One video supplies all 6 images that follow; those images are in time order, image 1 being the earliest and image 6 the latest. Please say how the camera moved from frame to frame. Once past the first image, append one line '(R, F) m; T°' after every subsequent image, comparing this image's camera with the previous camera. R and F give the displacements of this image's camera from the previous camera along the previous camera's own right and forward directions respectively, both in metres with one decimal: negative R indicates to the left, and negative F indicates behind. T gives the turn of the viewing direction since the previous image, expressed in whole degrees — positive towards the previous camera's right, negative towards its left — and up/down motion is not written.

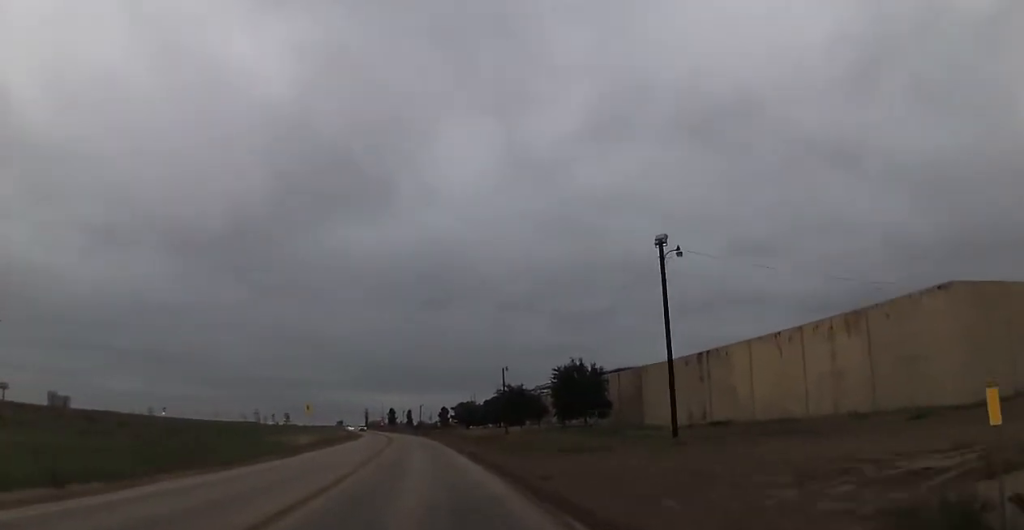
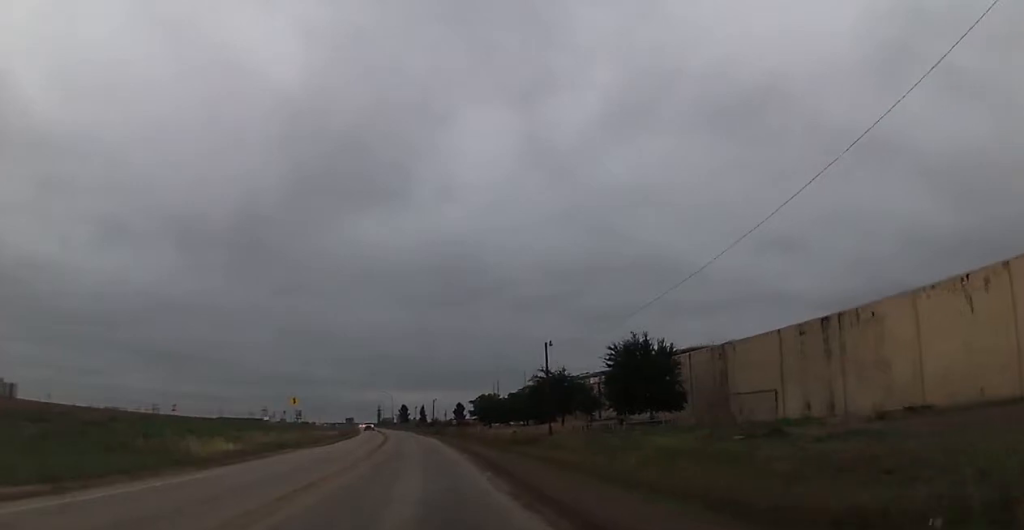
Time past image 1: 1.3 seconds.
(-0.9, +21.3) m; -2°
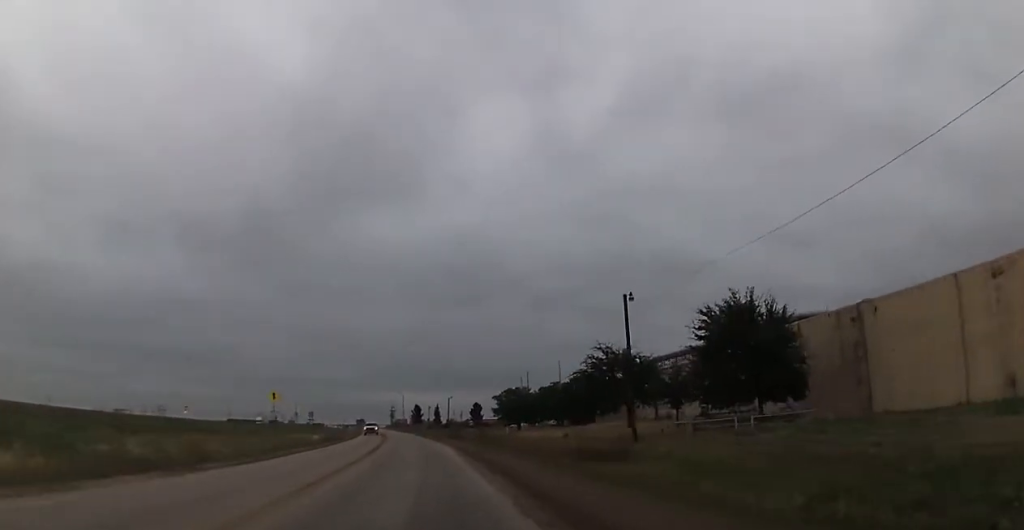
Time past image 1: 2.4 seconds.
(+0.4, +19.7) m; 0°
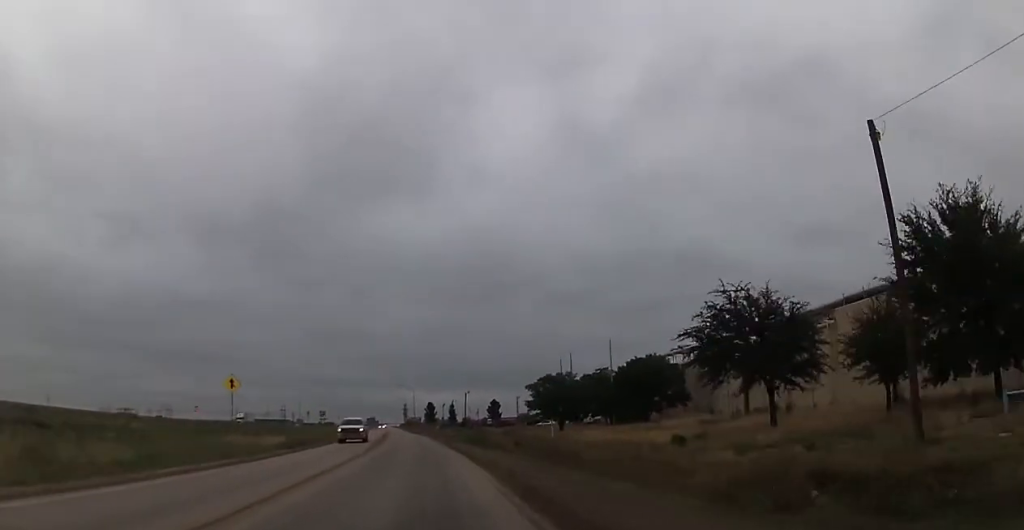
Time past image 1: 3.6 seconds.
(-0.5, +20.3) m; -1°
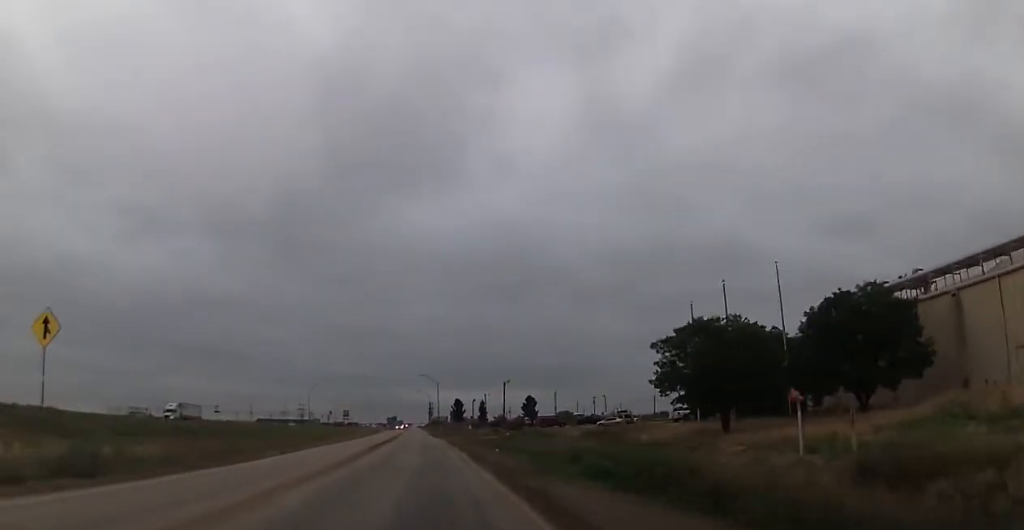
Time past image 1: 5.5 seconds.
(-0.1, +31.5) m; -2°
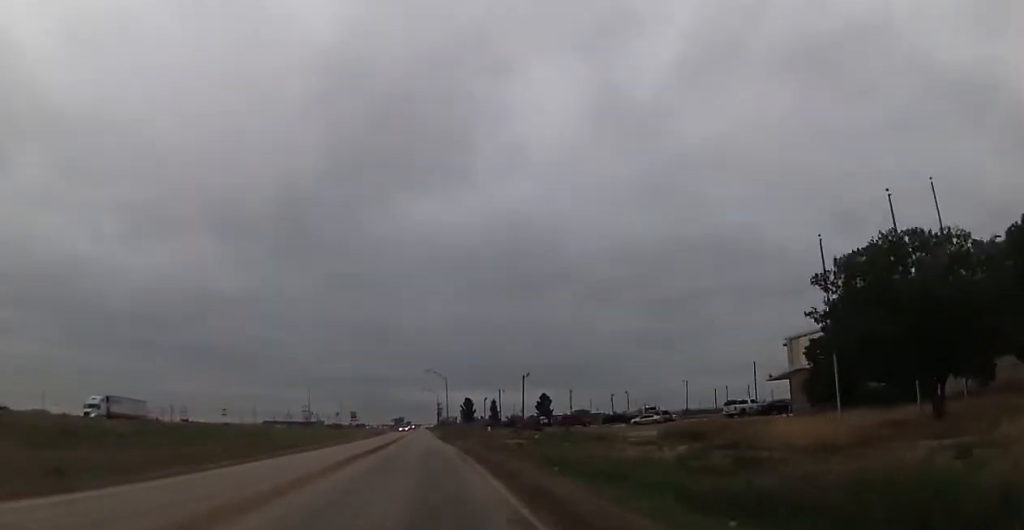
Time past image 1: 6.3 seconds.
(-0.2, +14.0) m; -2°
